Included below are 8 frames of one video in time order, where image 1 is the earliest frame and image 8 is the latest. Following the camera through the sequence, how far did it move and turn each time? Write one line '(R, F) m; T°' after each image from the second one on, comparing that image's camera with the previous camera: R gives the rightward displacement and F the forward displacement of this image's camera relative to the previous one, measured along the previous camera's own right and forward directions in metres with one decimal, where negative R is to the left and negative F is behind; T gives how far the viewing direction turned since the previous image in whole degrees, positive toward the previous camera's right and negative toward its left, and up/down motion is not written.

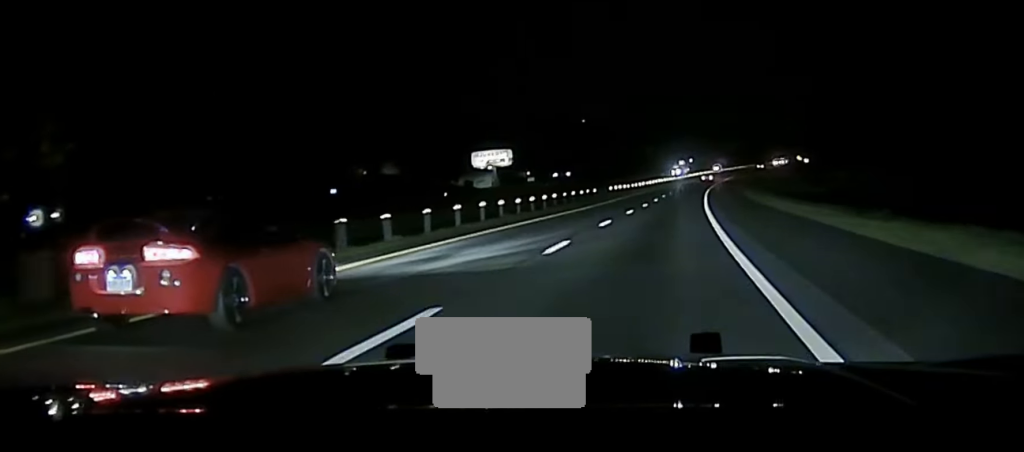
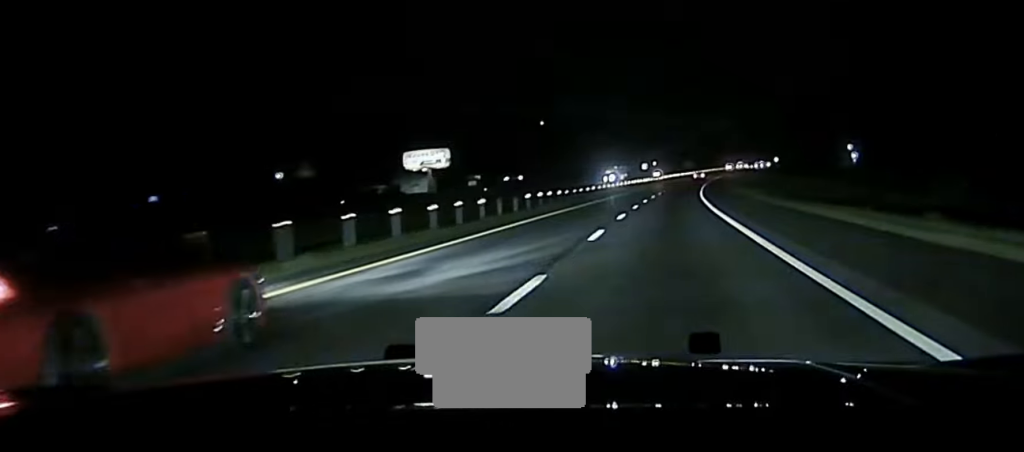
(+0.8, +46.2) m; +1°
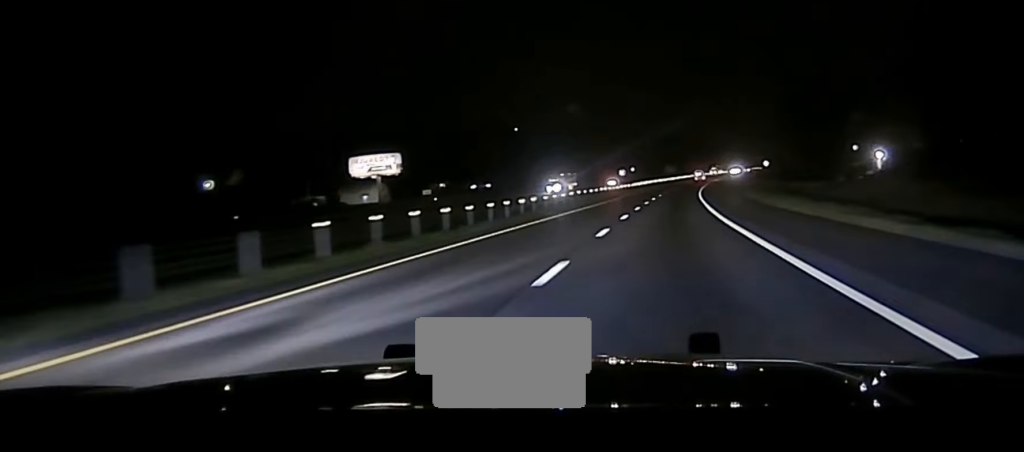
(+0.3, +34.4) m; +2°
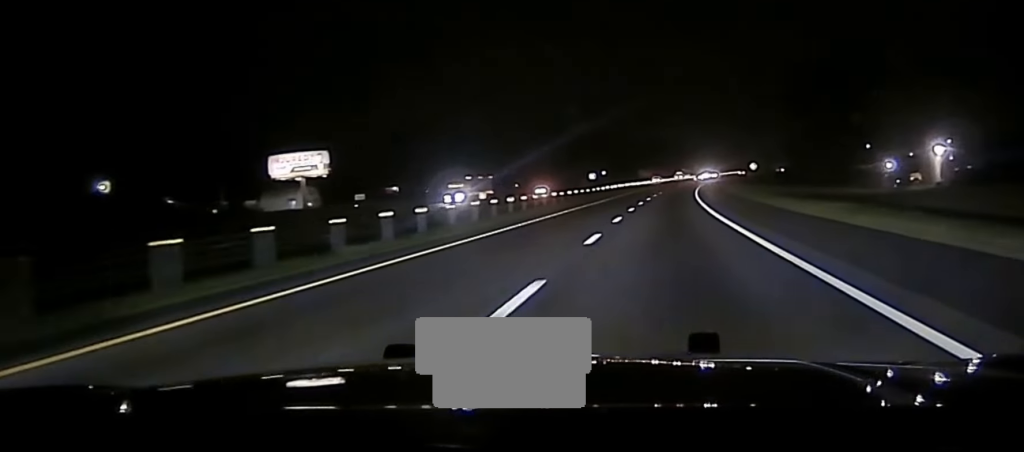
(+0.9, +40.8) m; +2°
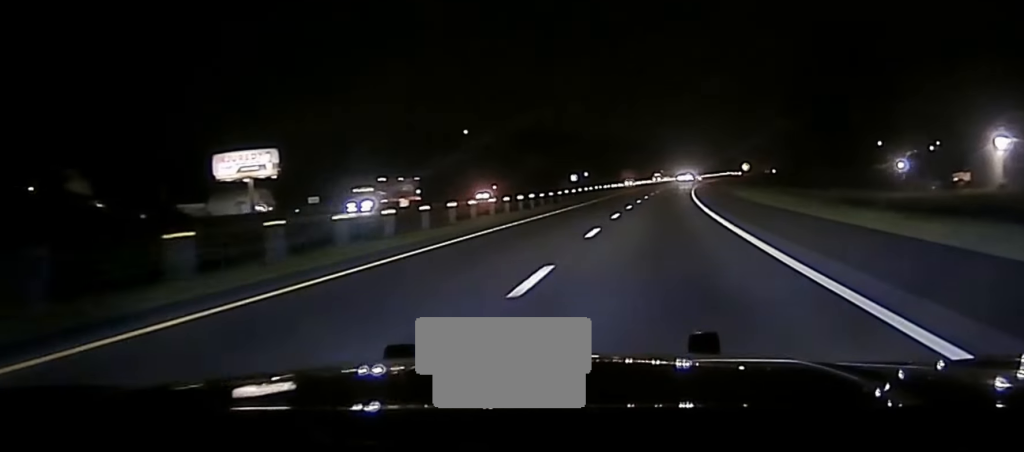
(+0.1, +23.4) m; +1°
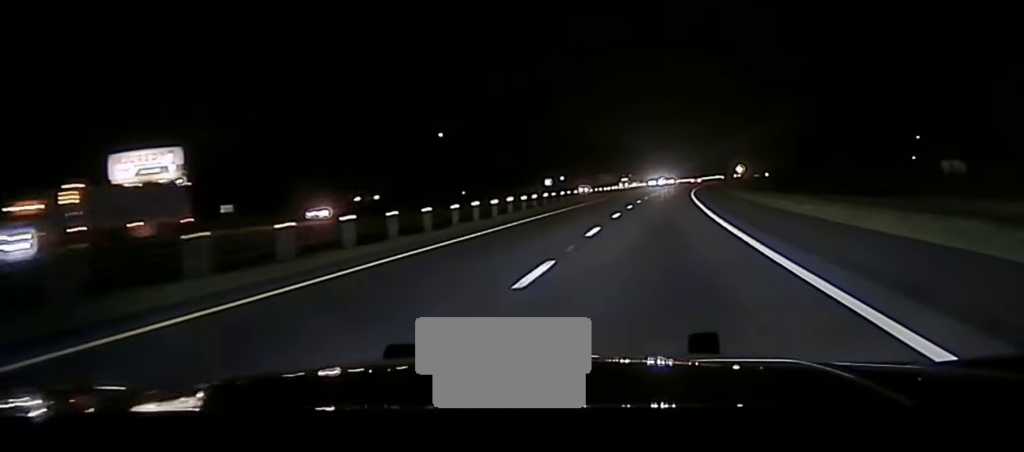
(+0.2, +35.3) m; +1°
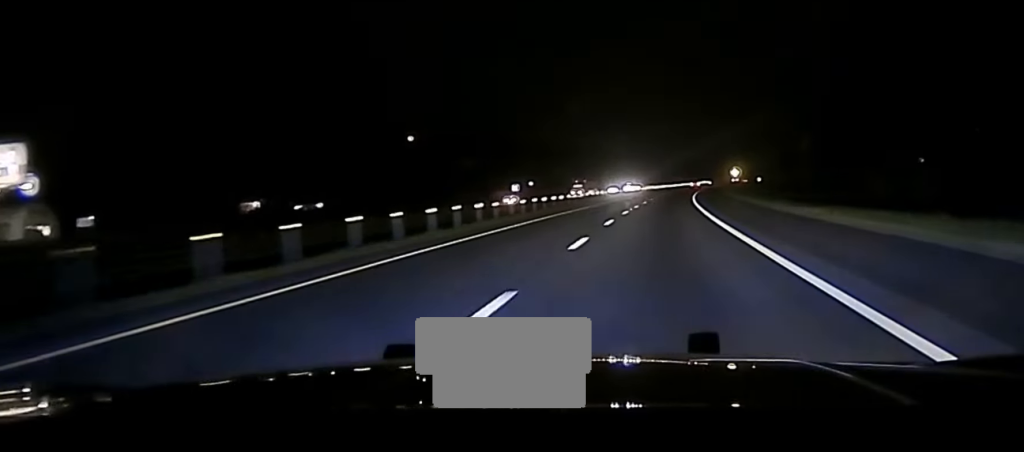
(+0.5, +41.2) m; +1°
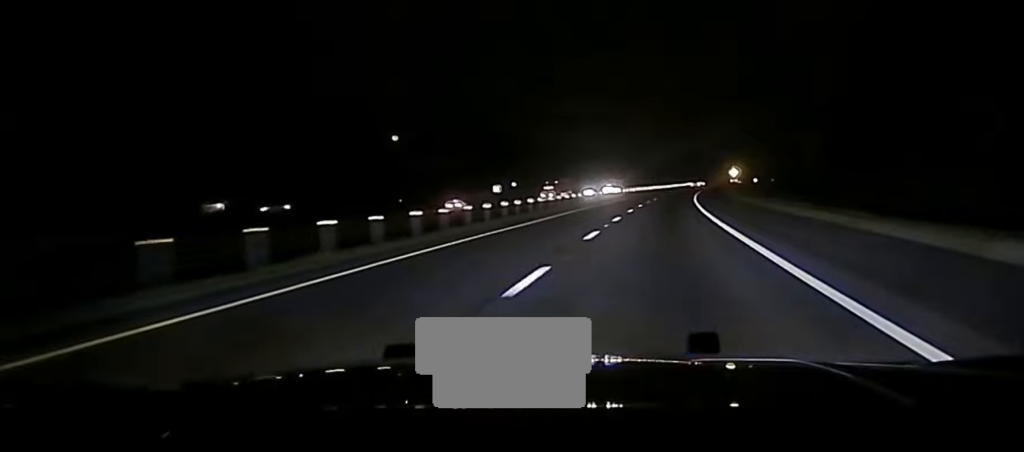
(-0.1, +20.8) m; +1°
